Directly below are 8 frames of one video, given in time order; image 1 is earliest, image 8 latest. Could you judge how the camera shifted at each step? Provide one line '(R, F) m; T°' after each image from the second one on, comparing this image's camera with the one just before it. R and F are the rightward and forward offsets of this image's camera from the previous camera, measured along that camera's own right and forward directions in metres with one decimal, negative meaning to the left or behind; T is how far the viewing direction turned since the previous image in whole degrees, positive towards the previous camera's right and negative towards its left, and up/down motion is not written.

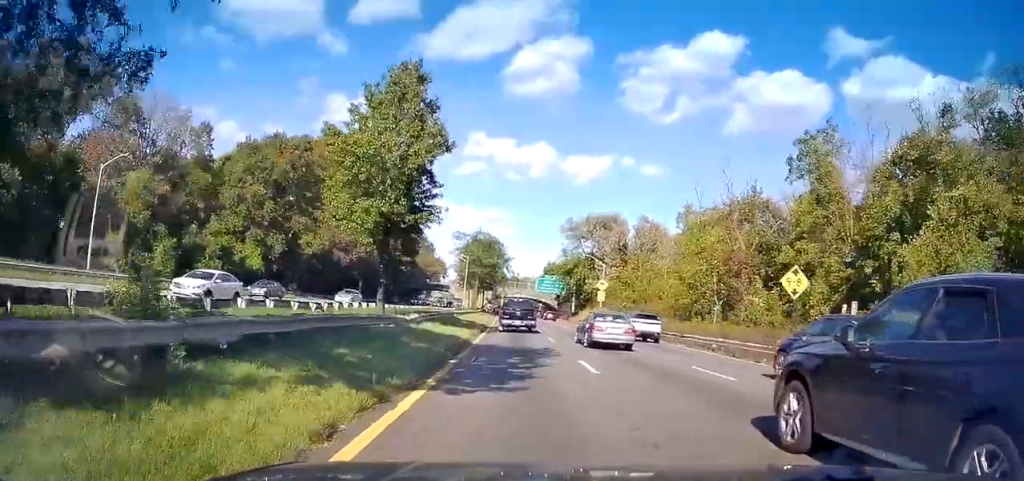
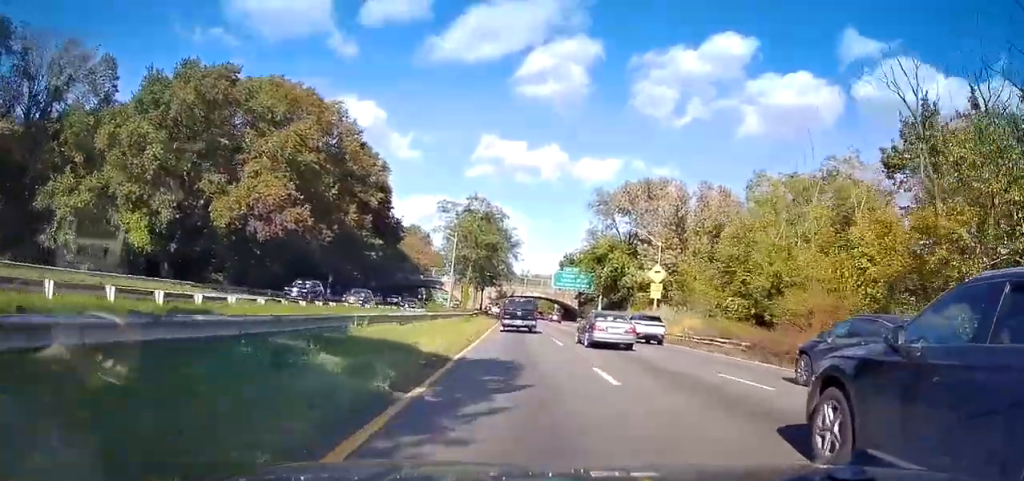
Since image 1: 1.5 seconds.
(0.0, +27.0) m; 0°
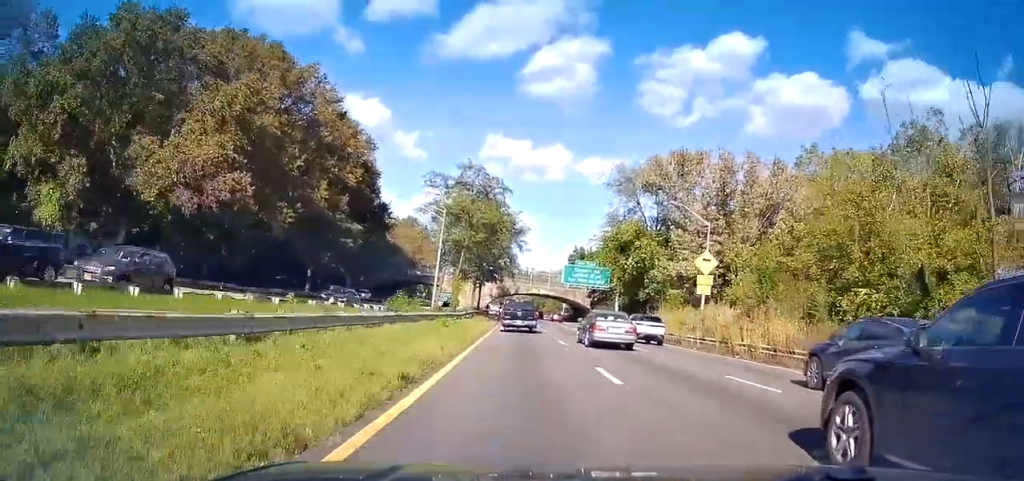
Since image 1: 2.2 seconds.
(0.0, +12.6) m; -1°
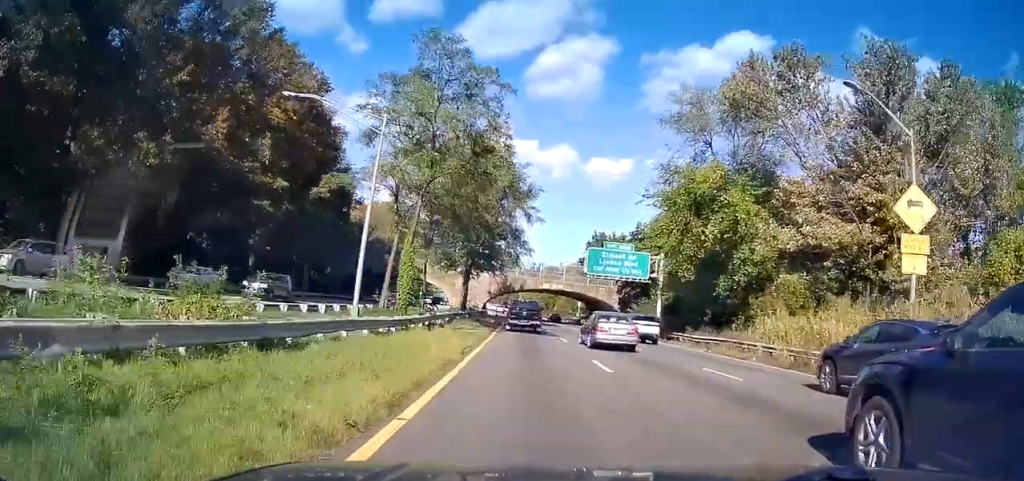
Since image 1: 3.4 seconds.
(-0.3, +22.7) m; -1°
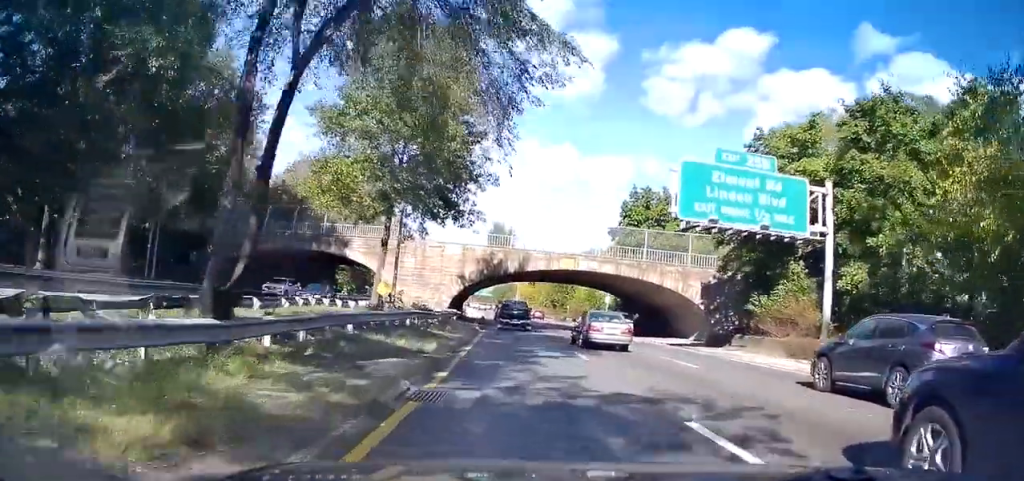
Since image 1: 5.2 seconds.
(-0.1, +34.9) m; 0°
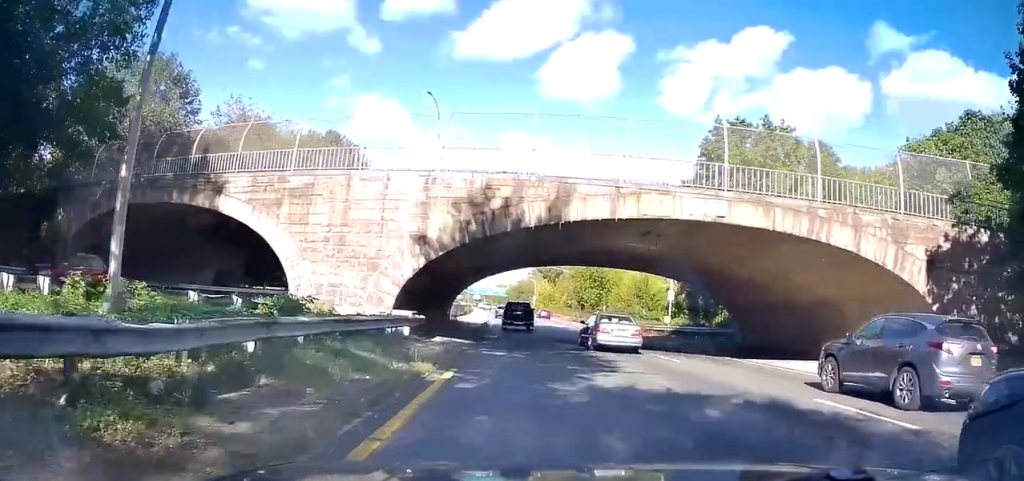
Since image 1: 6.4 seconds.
(0.0, +22.6) m; -1°
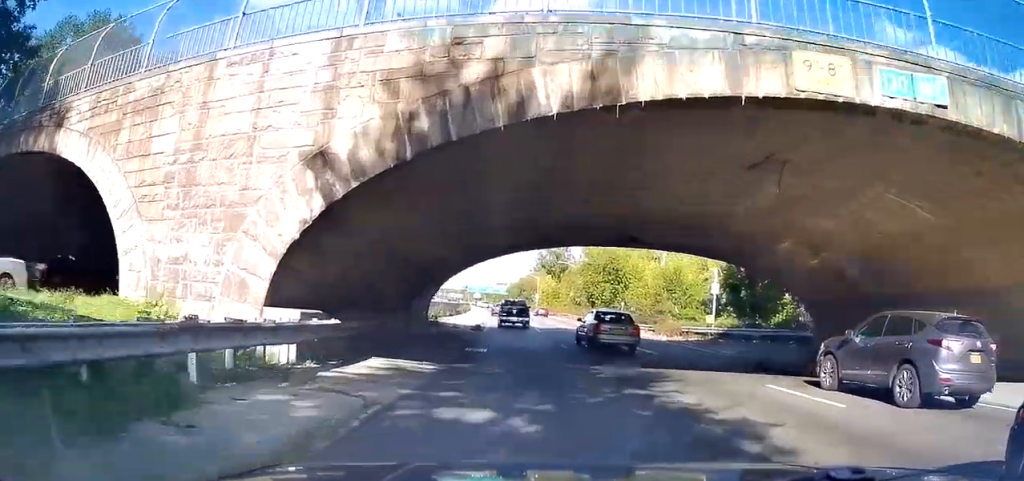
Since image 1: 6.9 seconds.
(-0.1, +10.2) m; -1°
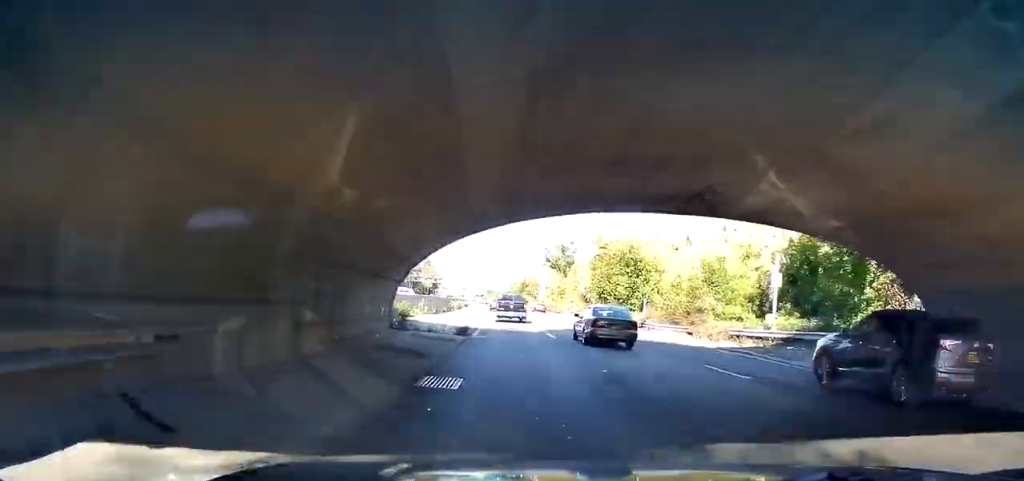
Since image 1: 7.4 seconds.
(-0.1, +8.7) m; 0°
